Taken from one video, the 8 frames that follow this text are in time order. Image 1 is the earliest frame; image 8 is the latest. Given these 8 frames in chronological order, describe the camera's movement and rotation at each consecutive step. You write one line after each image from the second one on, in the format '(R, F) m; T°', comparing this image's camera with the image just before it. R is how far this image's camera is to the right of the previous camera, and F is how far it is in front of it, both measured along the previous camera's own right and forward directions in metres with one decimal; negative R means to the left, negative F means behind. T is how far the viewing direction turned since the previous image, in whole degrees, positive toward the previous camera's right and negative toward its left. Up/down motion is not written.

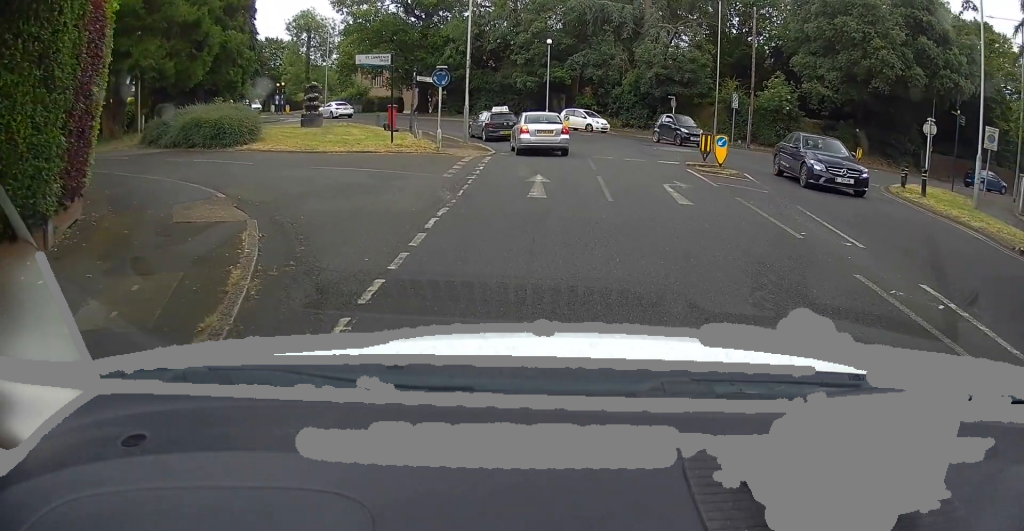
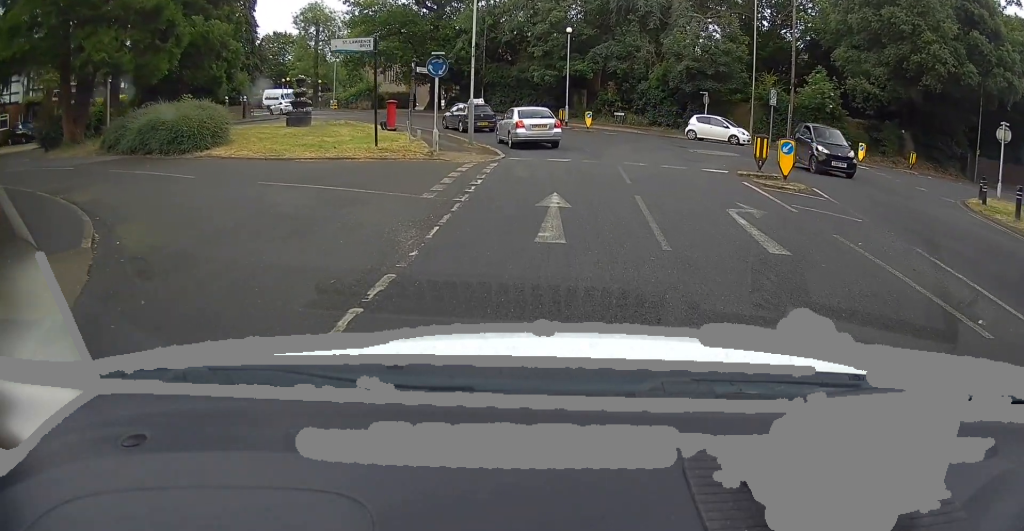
(-0.1, +3.8) m; +5°
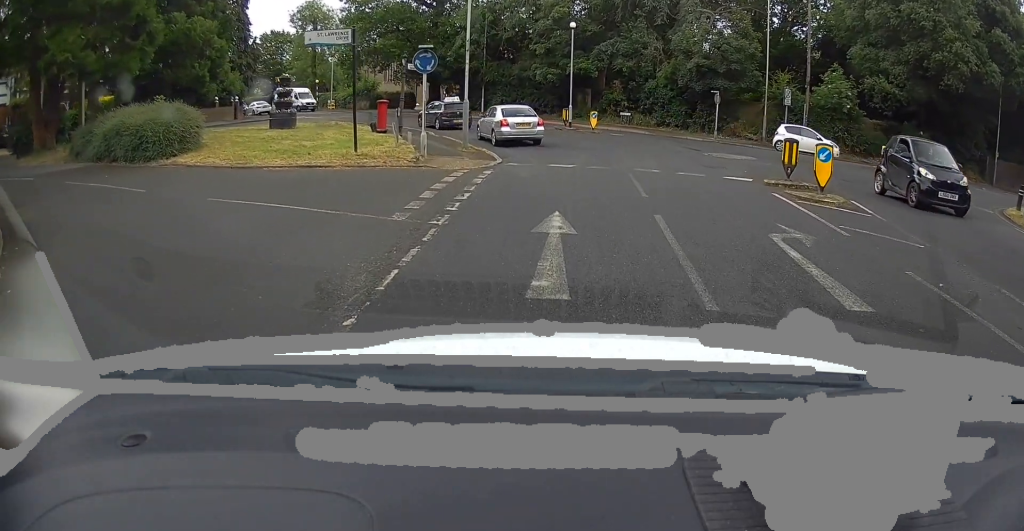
(+0.2, +2.2) m; +2°
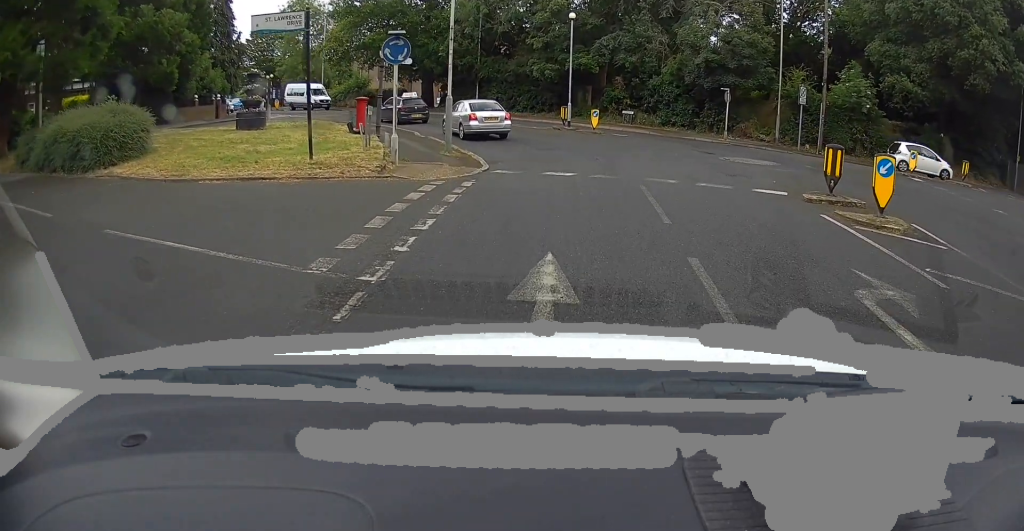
(+0.1, +2.6) m; +1°
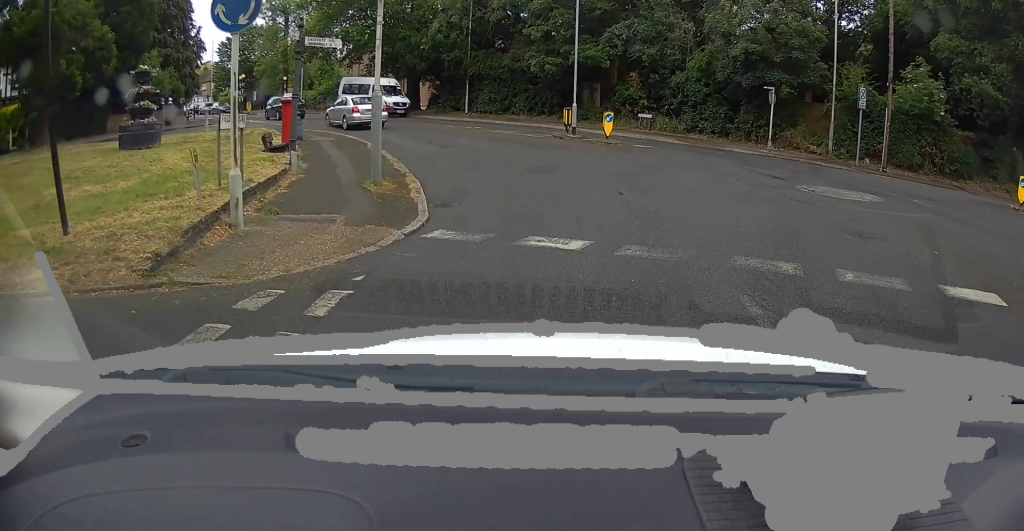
(-0.3, +7.1) m; +2°
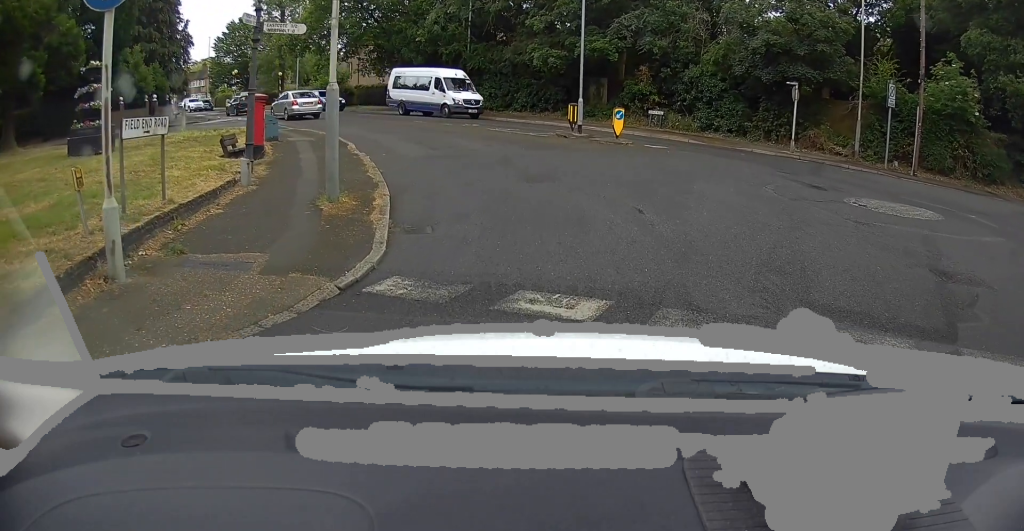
(+0.2, +2.0) m; +1°
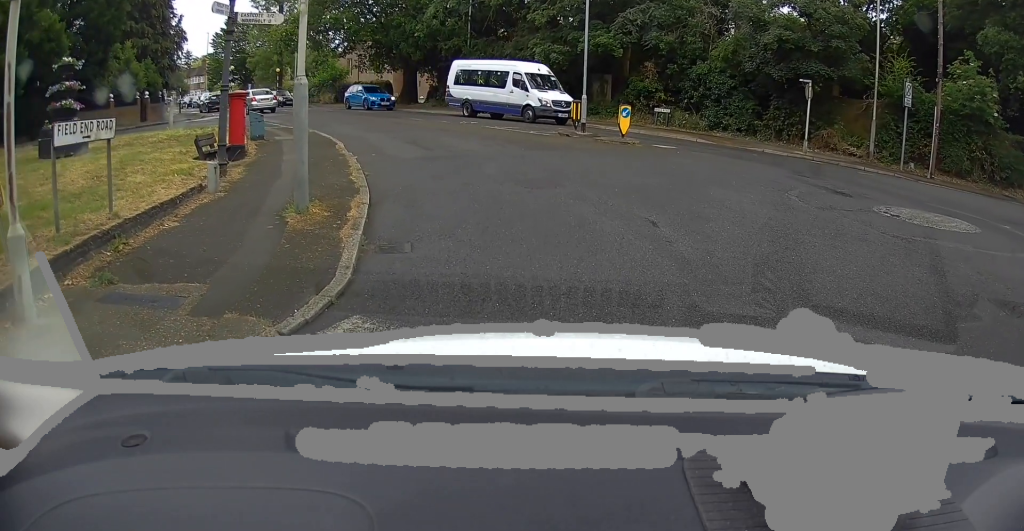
(-0.3, +0.7) m; 0°
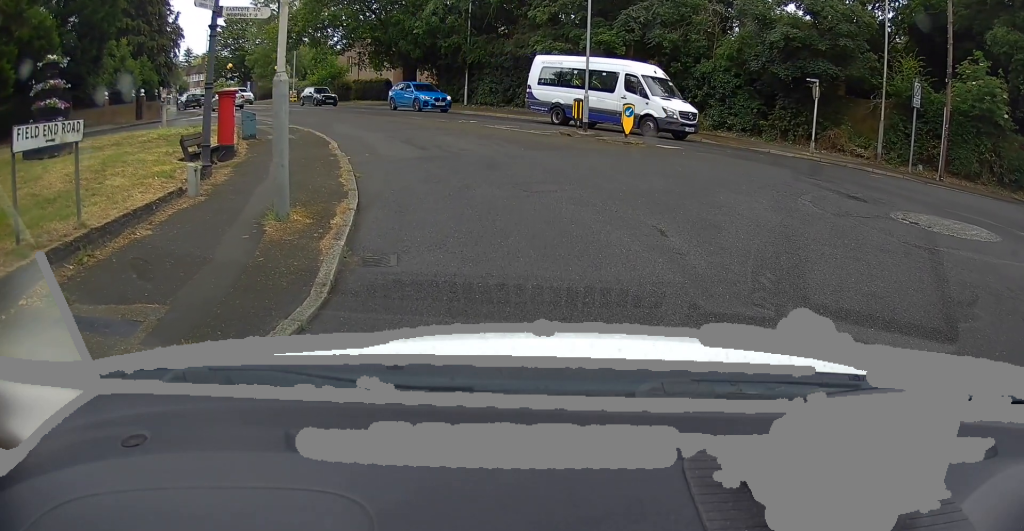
(-0.1, +0.3) m; 0°
